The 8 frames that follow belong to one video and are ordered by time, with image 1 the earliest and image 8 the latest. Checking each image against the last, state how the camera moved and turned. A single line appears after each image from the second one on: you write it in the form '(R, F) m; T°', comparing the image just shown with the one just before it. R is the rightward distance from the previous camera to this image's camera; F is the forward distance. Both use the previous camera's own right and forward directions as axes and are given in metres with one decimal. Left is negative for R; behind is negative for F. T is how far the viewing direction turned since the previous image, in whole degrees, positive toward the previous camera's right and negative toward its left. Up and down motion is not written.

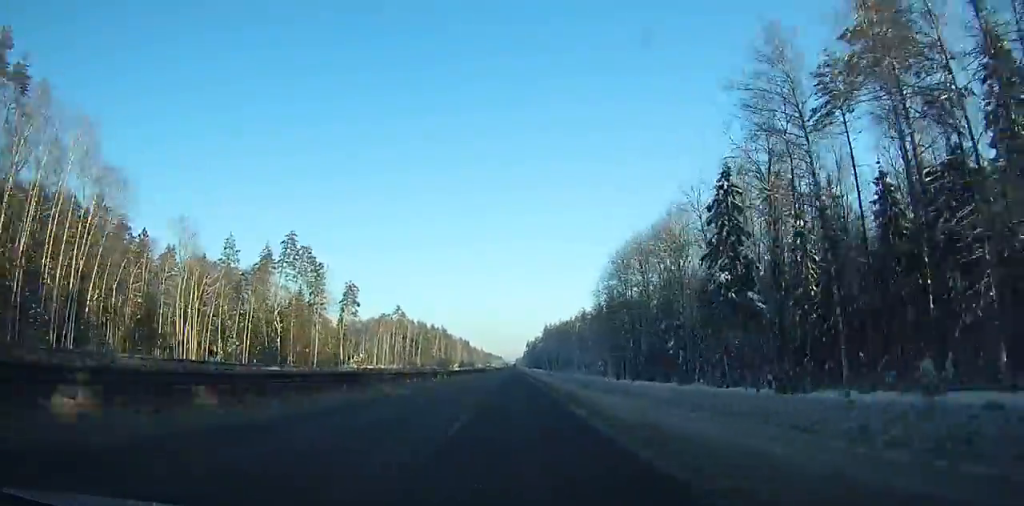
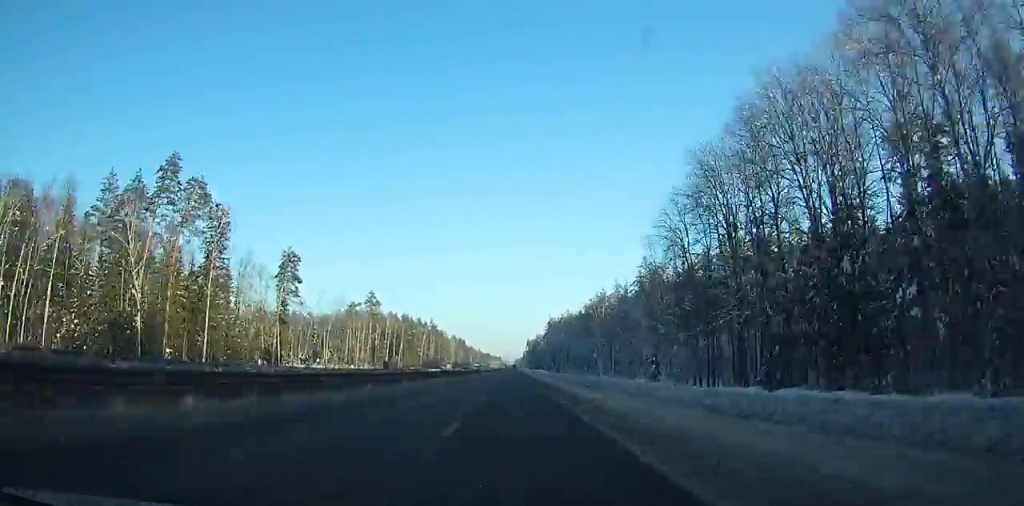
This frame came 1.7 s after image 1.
(+0.5, +47.9) m; 0°
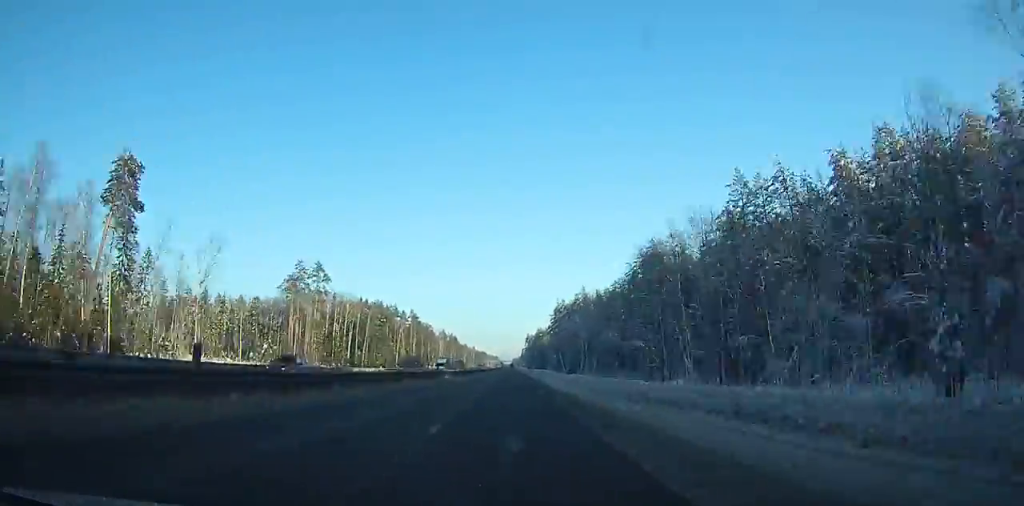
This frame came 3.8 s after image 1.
(+0.4, +59.5) m; 0°
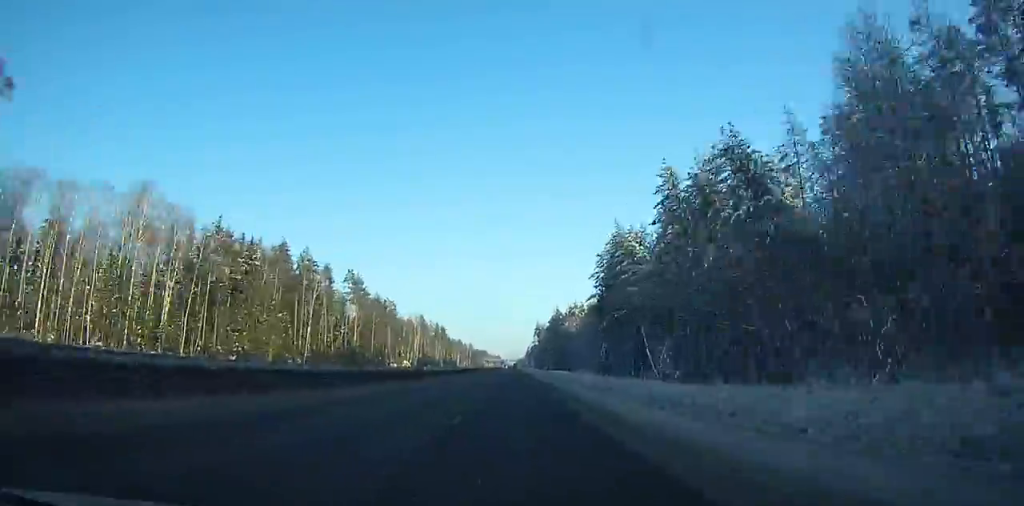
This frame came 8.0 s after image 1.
(-1.1, +119.7) m; -1°
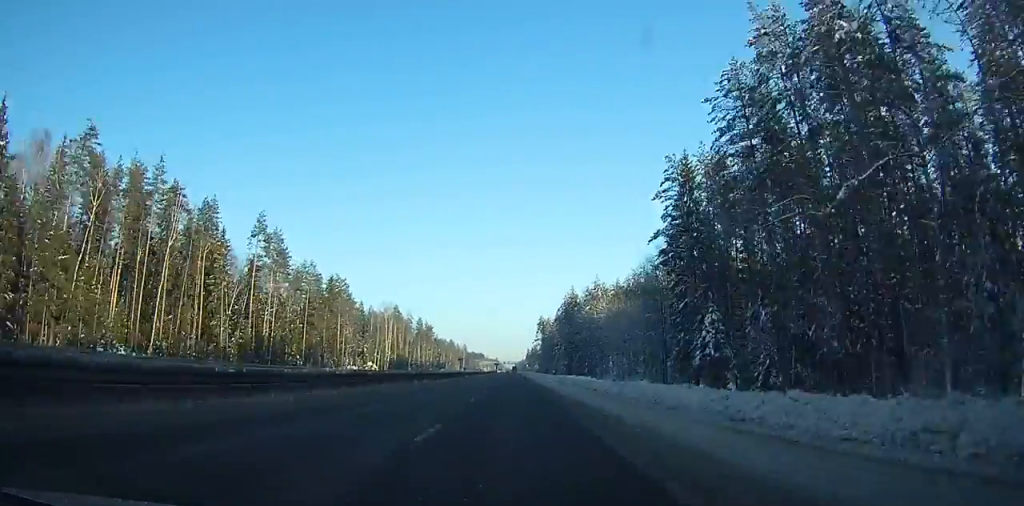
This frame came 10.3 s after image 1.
(0.0, +64.5) m; 0°
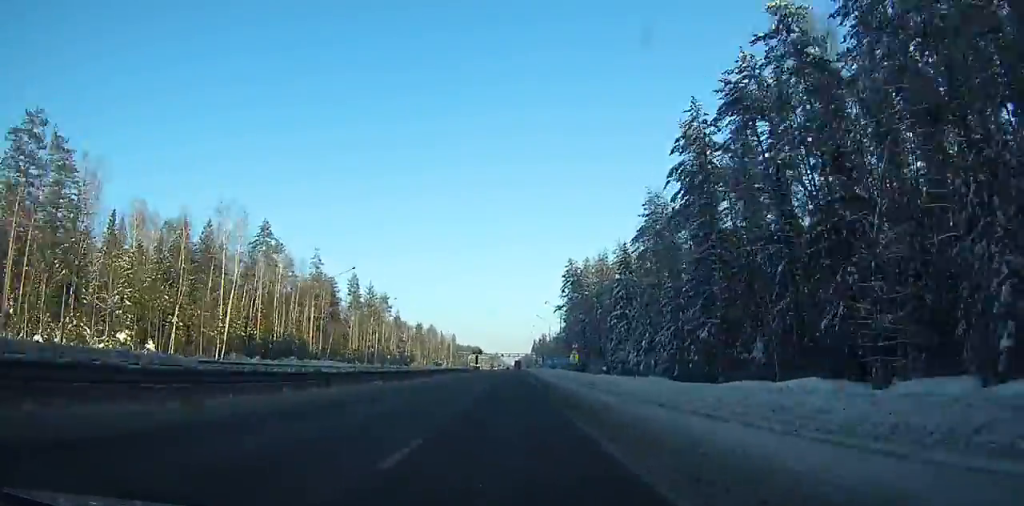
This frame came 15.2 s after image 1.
(+0.1, +128.7) m; 0°
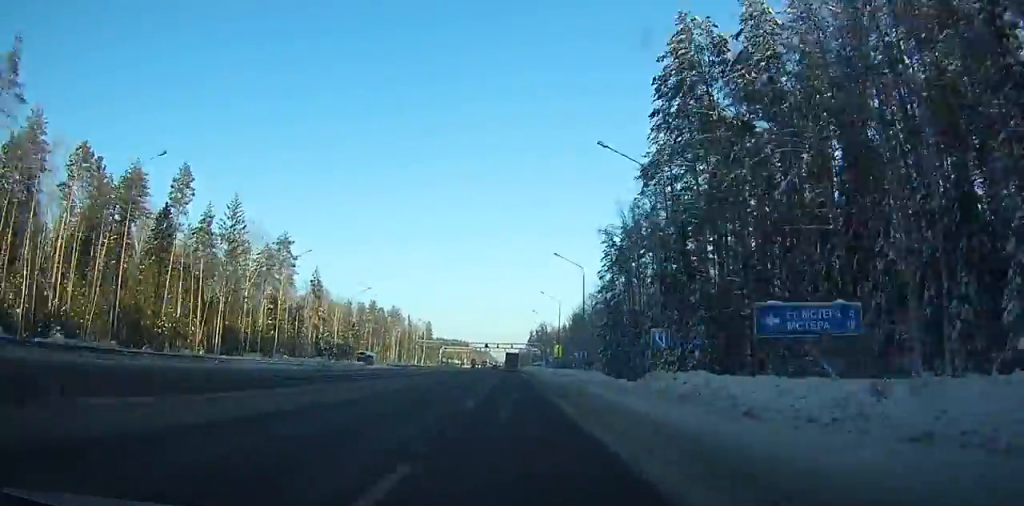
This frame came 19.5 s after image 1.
(+0.6, +89.1) m; 0°
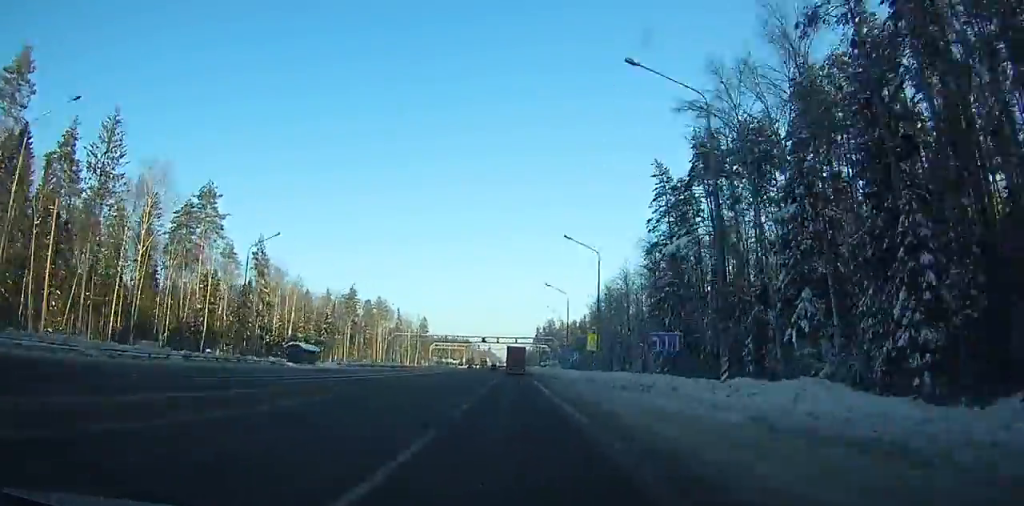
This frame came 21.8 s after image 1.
(+0.2, +38.1) m; -1°
